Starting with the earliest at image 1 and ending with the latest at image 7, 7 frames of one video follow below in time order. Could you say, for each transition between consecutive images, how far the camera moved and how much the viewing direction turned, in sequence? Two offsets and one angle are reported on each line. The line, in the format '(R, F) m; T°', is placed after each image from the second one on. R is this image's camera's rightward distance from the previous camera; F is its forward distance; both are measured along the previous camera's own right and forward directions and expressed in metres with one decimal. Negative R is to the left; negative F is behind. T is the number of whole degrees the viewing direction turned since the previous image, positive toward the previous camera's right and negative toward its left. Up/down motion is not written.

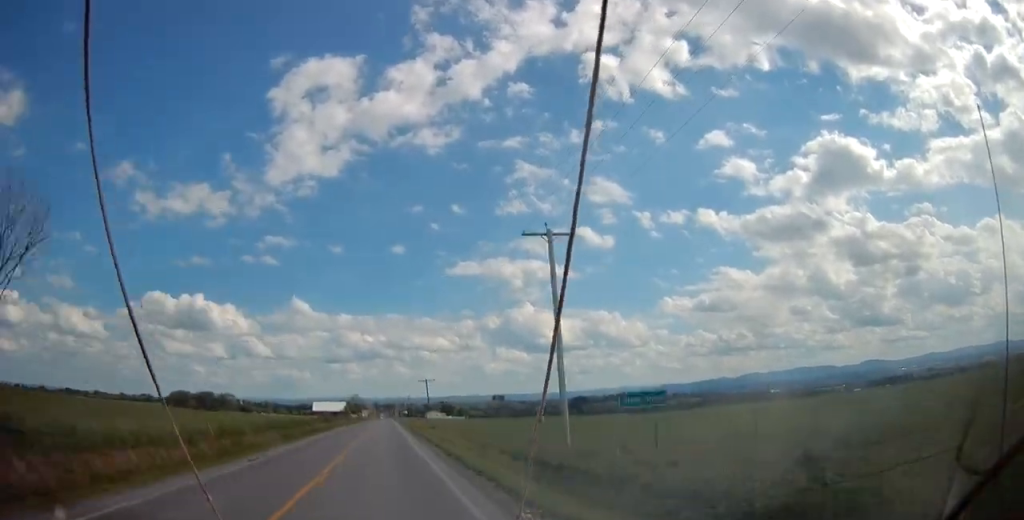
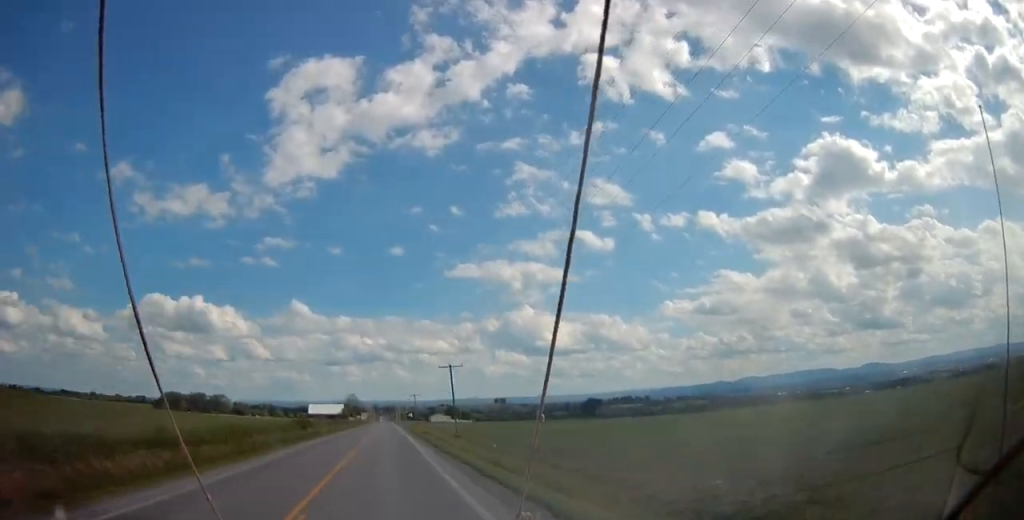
(0.0, +31.1) m; 0°
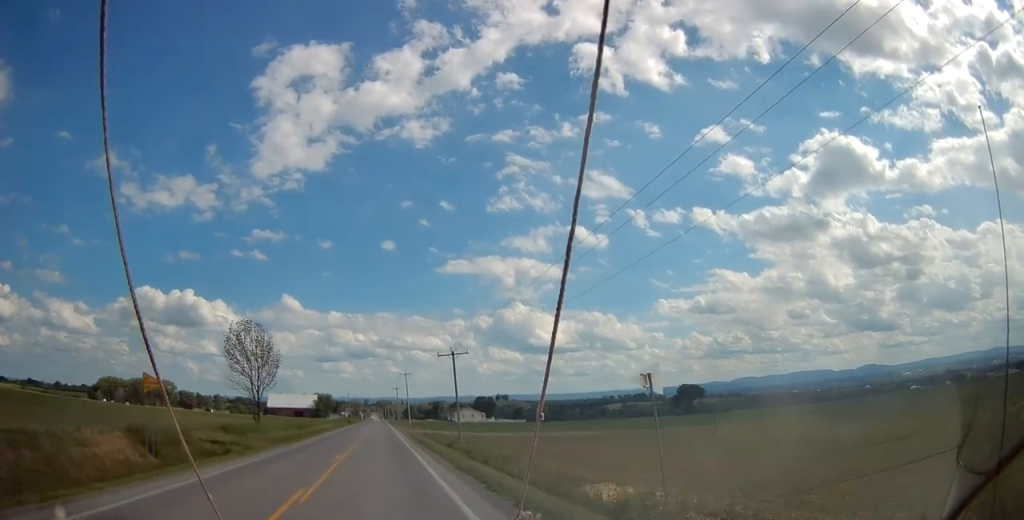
(+0.4, +145.1) m; 0°
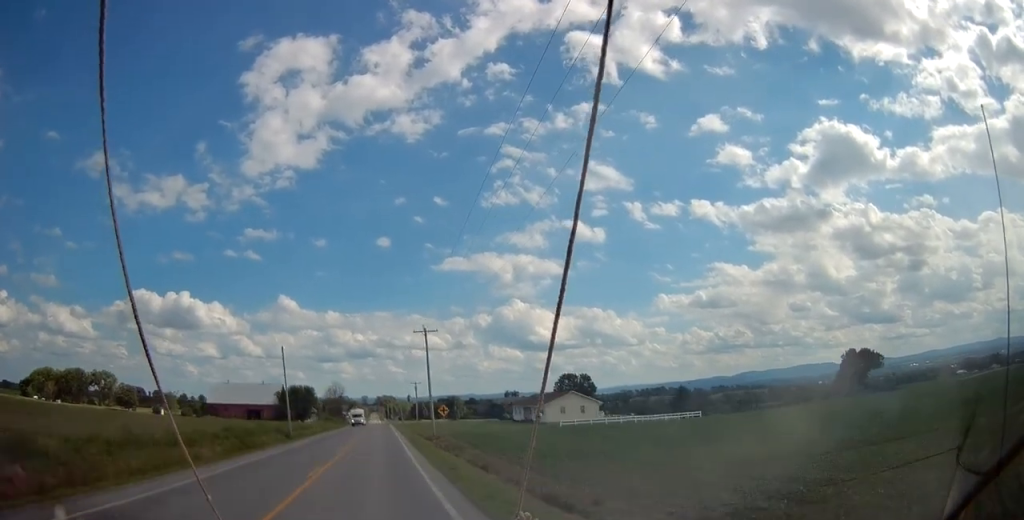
(+0.2, +116.8) m; 0°
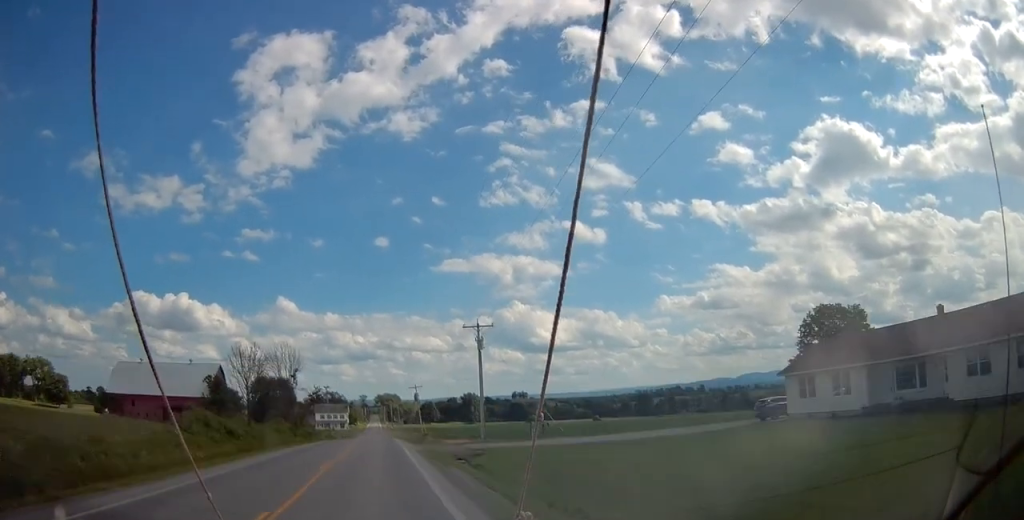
(-0.1, +82.9) m; 0°
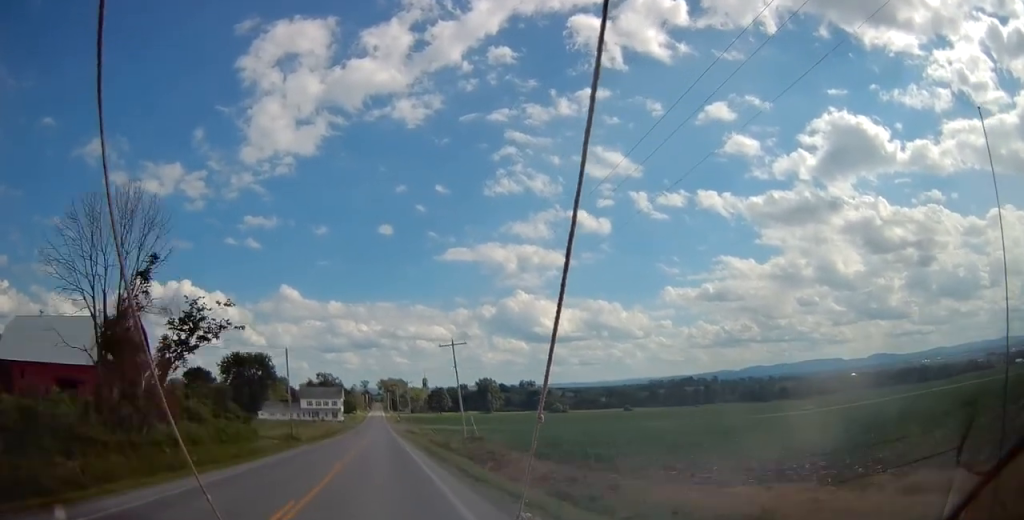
(-0.1, +47.0) m; 0°
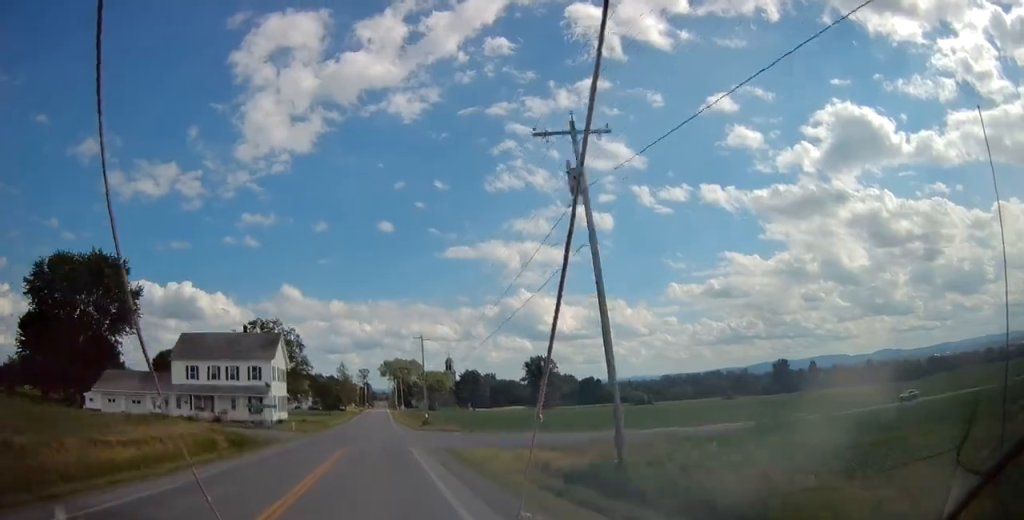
(-0.6, +107.4) m; 0°
